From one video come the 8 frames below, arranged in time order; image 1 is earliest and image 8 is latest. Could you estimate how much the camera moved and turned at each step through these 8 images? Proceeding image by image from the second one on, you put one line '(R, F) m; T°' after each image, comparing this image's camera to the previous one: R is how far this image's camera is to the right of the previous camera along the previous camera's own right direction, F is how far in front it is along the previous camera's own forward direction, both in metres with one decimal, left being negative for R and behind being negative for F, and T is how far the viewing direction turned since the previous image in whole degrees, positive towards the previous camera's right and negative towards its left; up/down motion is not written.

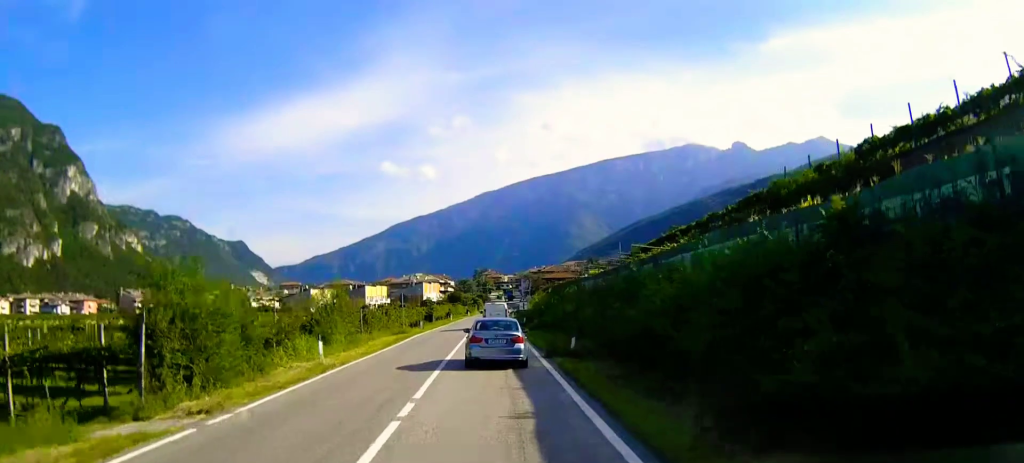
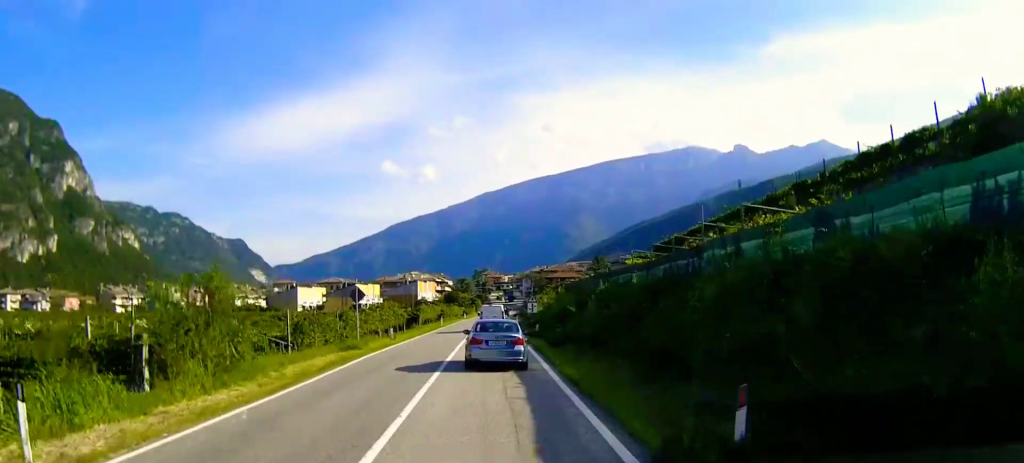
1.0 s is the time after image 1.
(0.0, +17.7) m; 0°
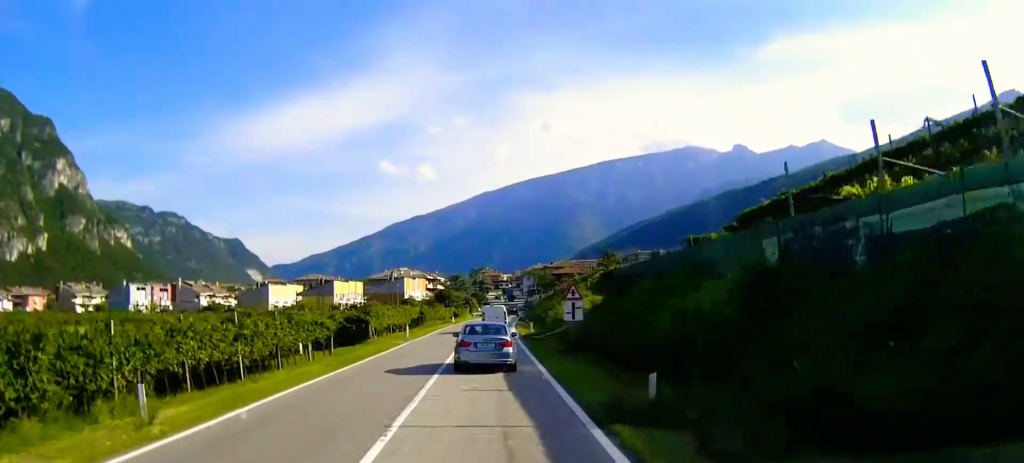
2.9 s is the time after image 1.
(0.0, +31.1) m; 0°
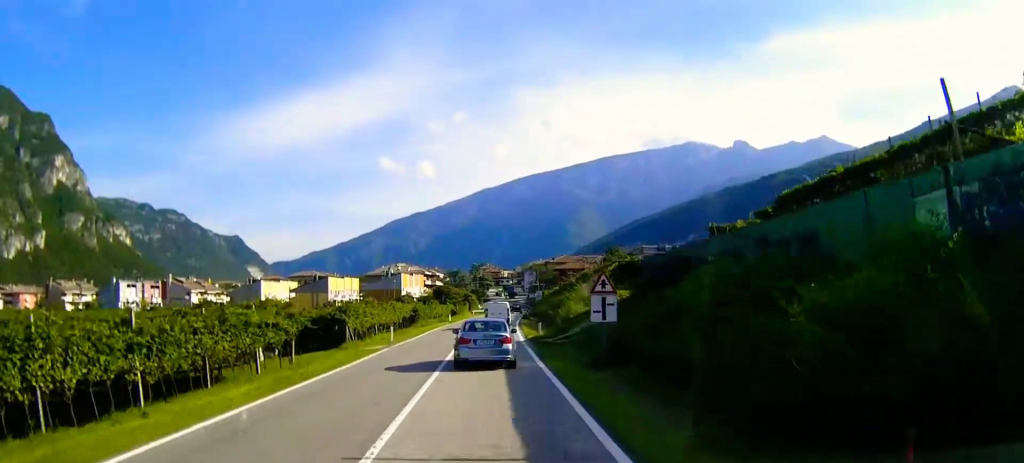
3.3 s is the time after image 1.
(0.0, +7.8) m; 0°
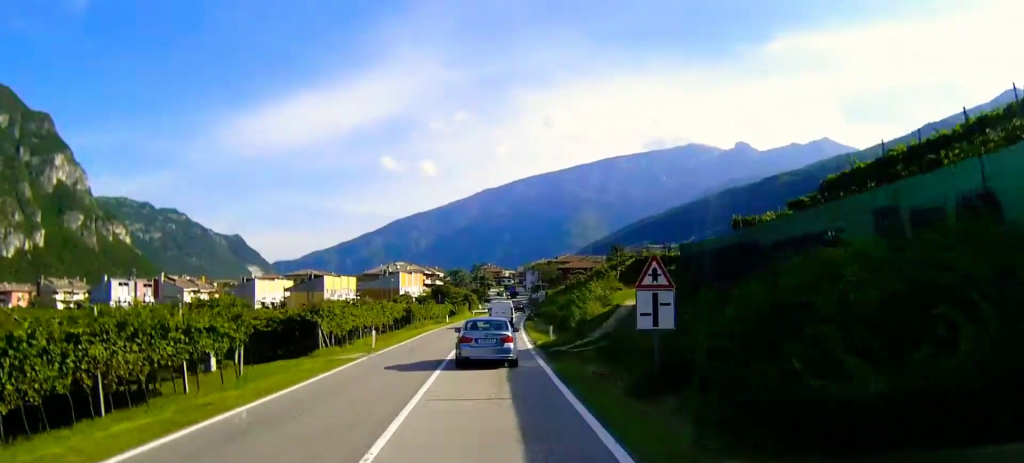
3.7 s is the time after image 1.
(0.0, +6.7) m; 0°
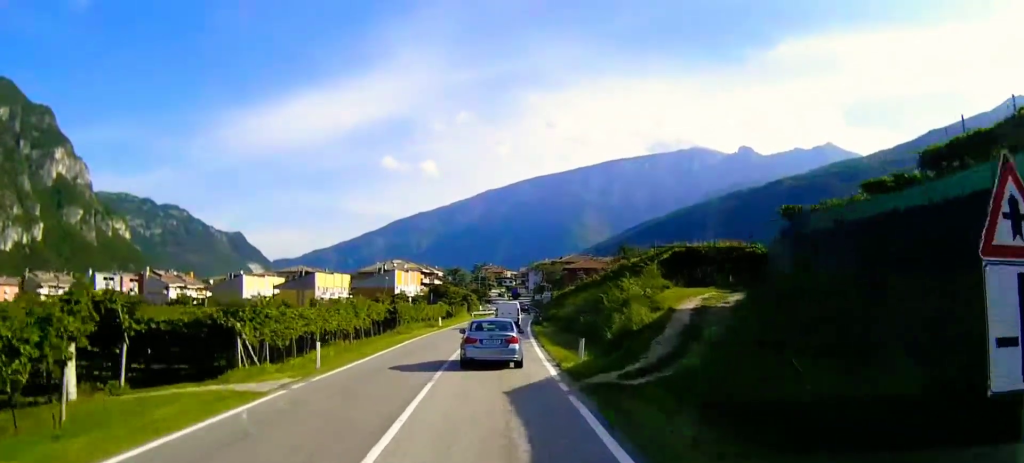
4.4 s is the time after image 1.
(0.0, +11.2) m; 0°
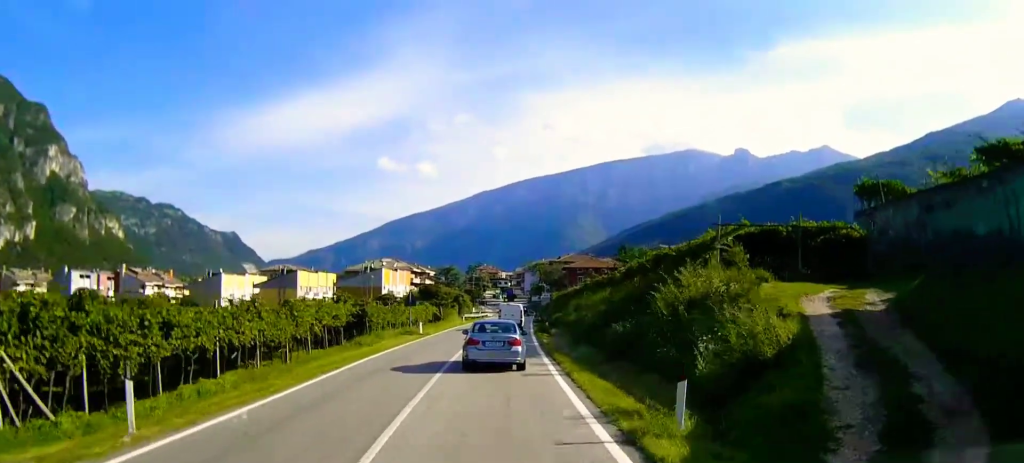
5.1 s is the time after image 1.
(0.0, +12.3) m; 0°
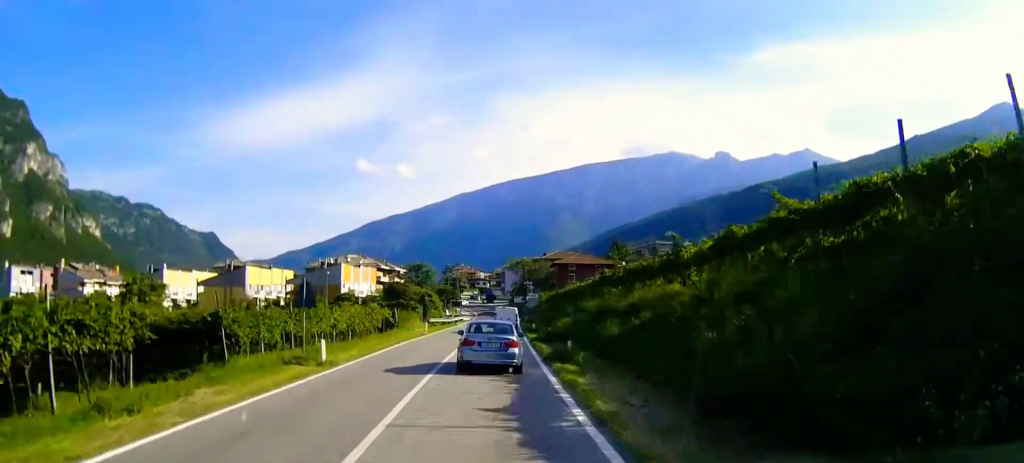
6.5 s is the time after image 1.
(+0.2, +23.5) m; +1°
